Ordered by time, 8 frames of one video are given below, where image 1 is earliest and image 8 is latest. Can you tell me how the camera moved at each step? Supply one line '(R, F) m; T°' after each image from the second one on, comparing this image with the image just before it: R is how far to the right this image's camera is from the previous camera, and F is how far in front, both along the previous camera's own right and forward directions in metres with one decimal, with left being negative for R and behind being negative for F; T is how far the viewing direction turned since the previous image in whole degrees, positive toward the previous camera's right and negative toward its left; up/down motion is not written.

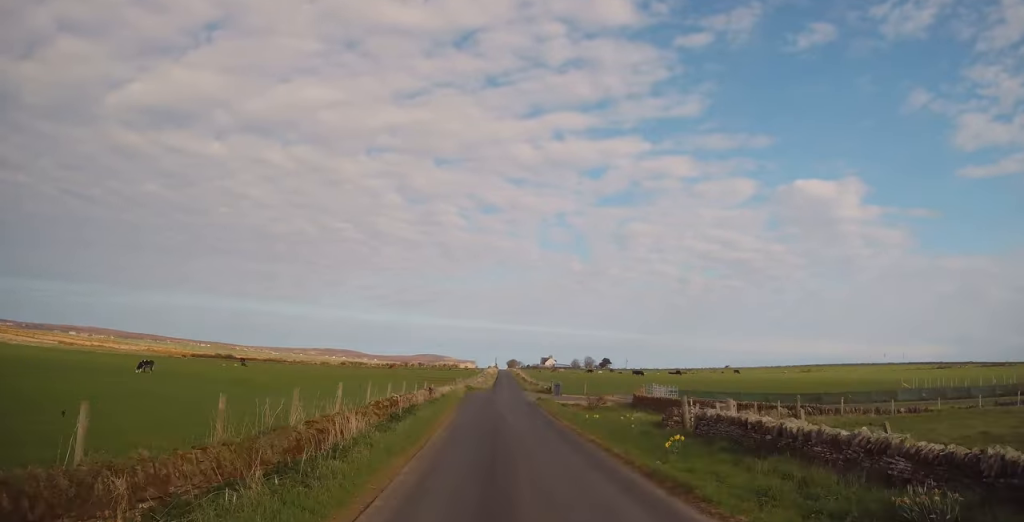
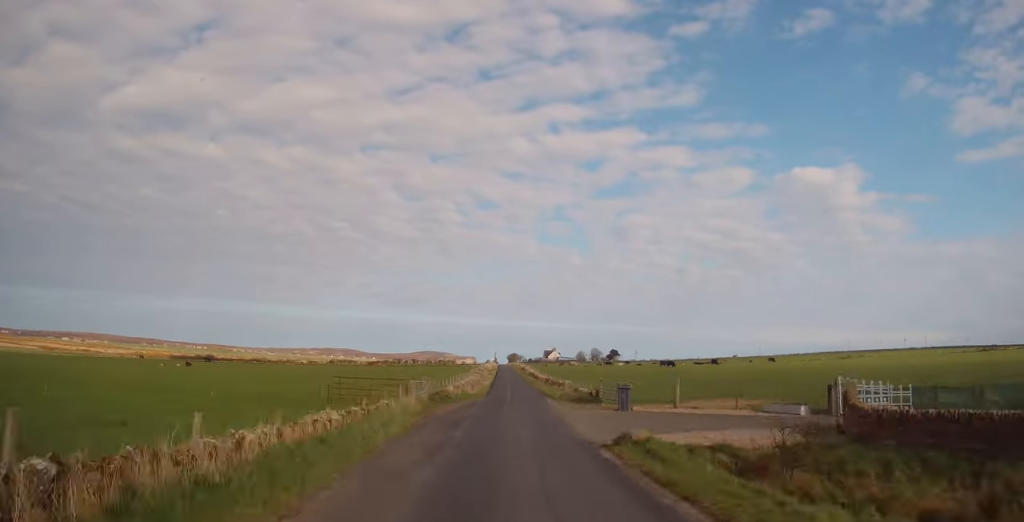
(0.0, +28.5) m; 0°
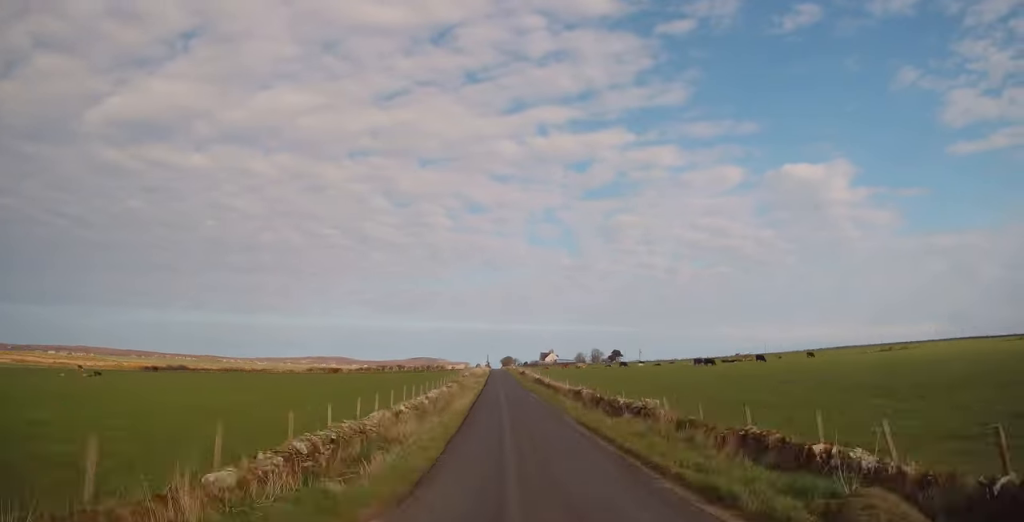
(0.0, +28.4) m; 0°
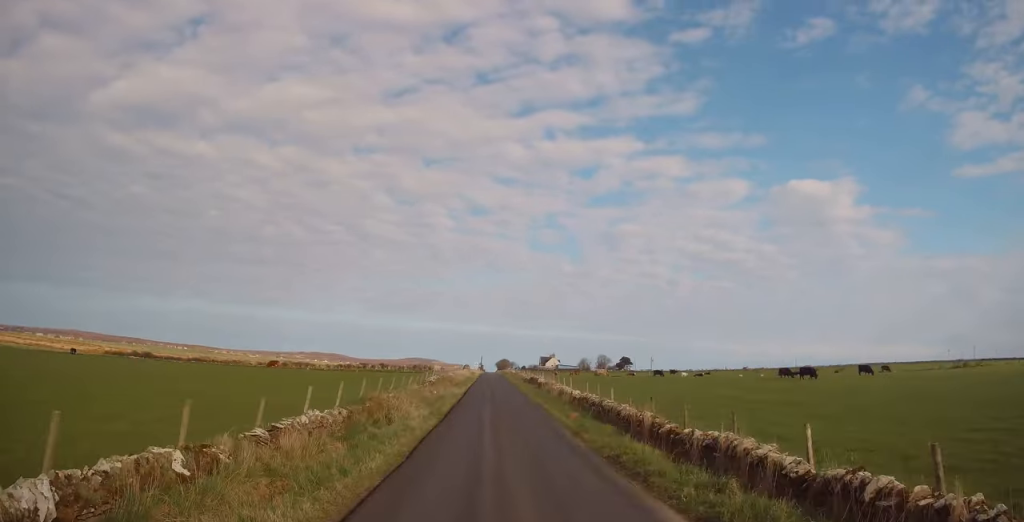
(0.0, +34.7) m; 0°
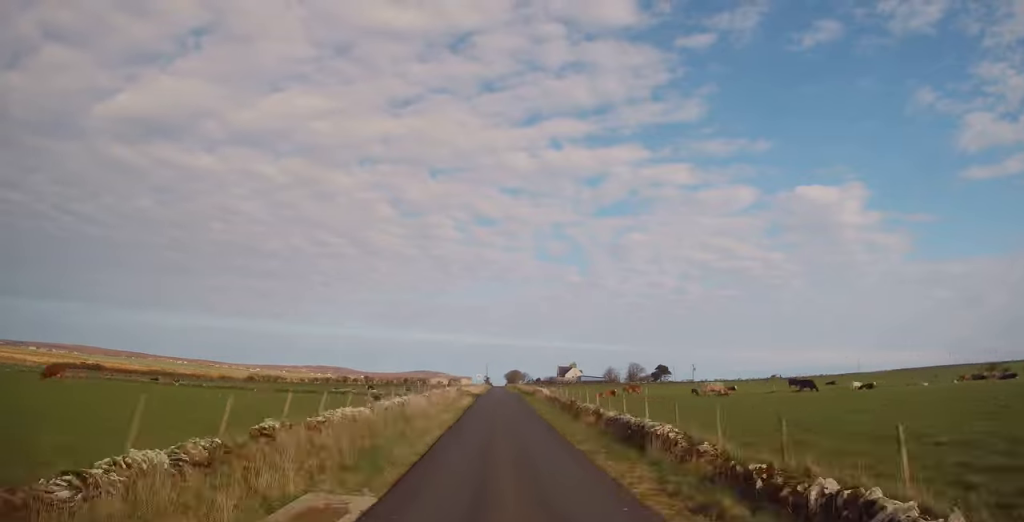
(-0.1, +53.3) m; 0°
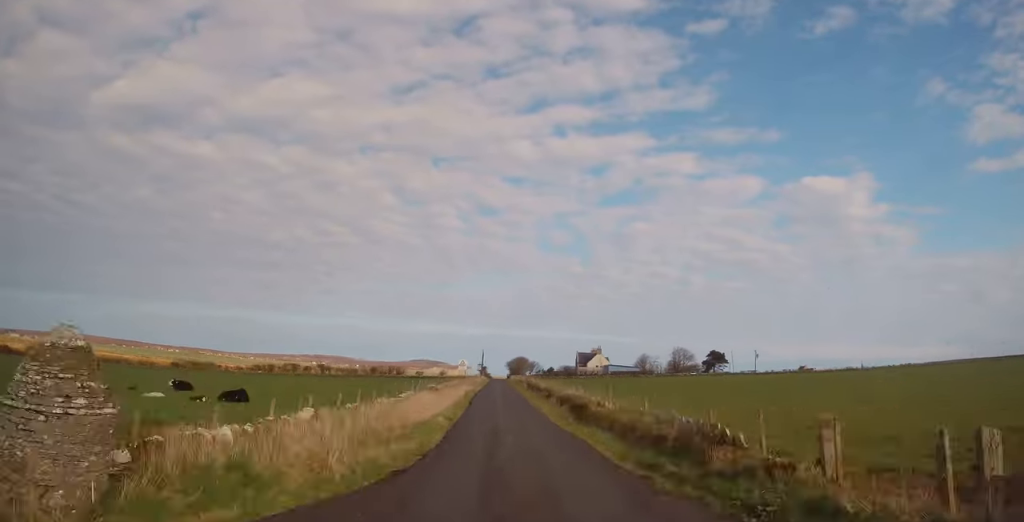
(-0.3, +63.4) m; 0°
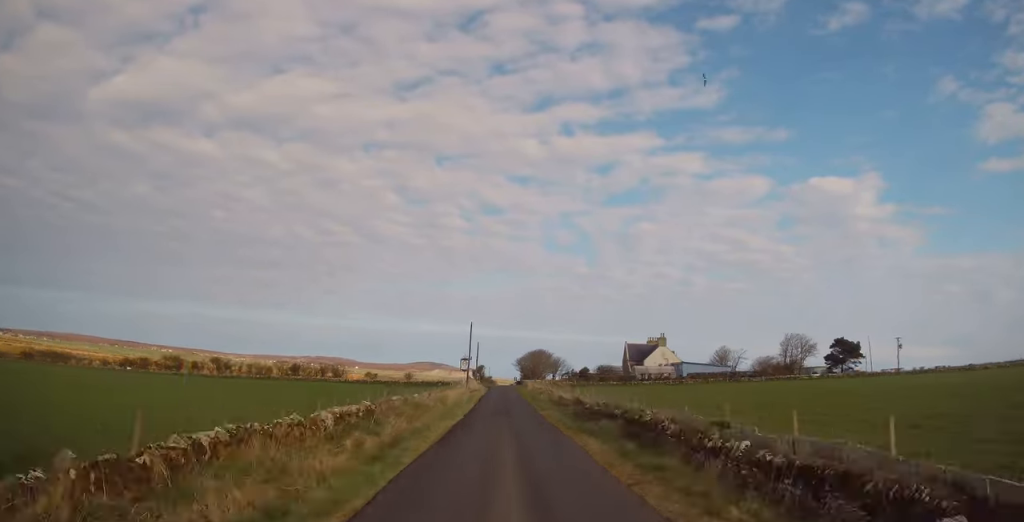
(0.0, +71.3) m; 0°
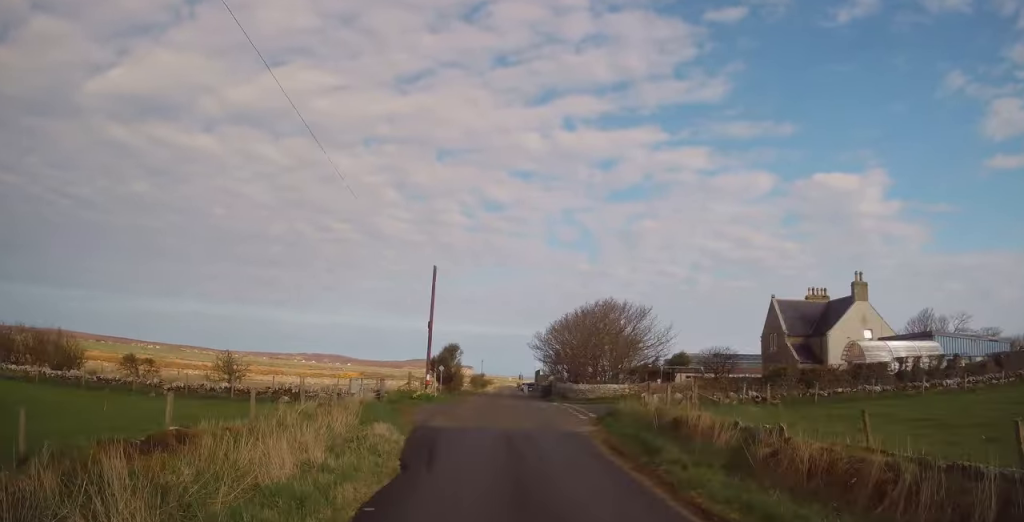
(+0.1, +69.9) m; 0°
